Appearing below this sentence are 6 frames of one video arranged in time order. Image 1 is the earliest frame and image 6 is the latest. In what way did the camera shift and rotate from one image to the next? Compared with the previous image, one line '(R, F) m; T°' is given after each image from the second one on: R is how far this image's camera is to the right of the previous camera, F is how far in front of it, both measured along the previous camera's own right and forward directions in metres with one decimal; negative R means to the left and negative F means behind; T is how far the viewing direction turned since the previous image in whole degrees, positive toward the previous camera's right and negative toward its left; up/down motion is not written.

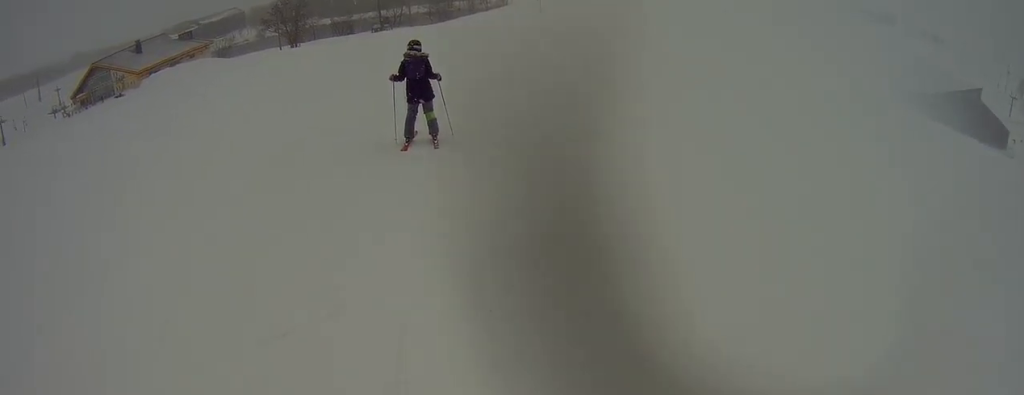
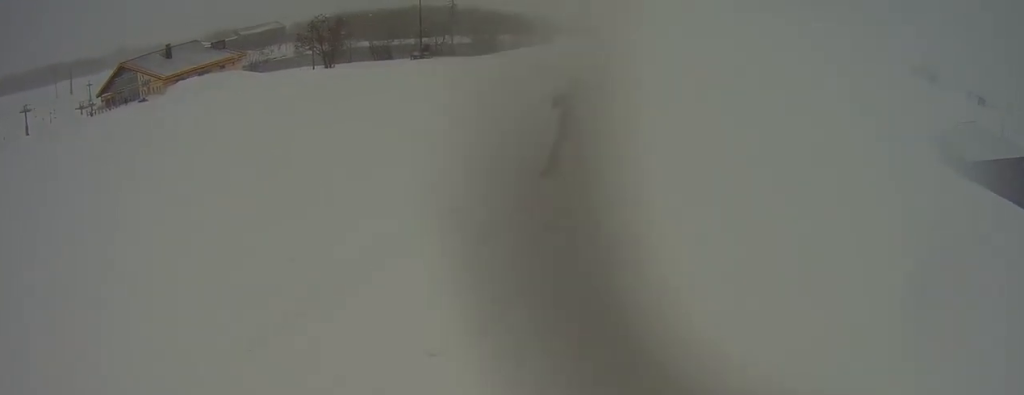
(0.0, +6.9) m; 0°
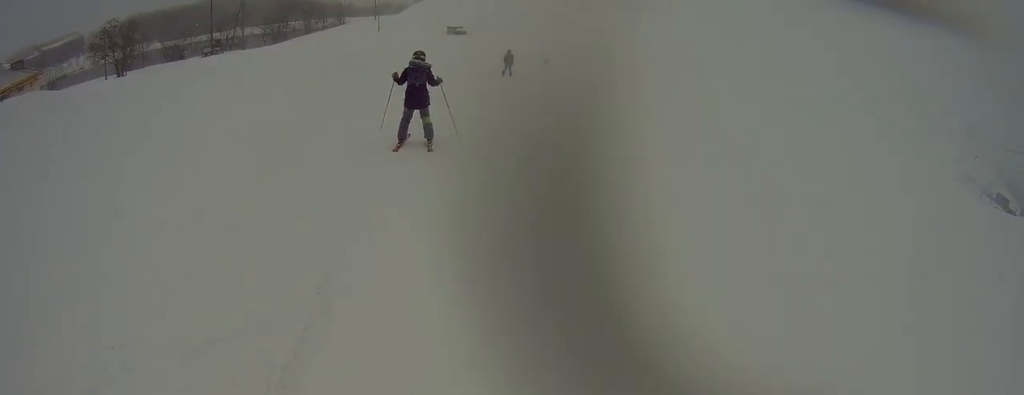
(0.0, +3.8) m; +1°
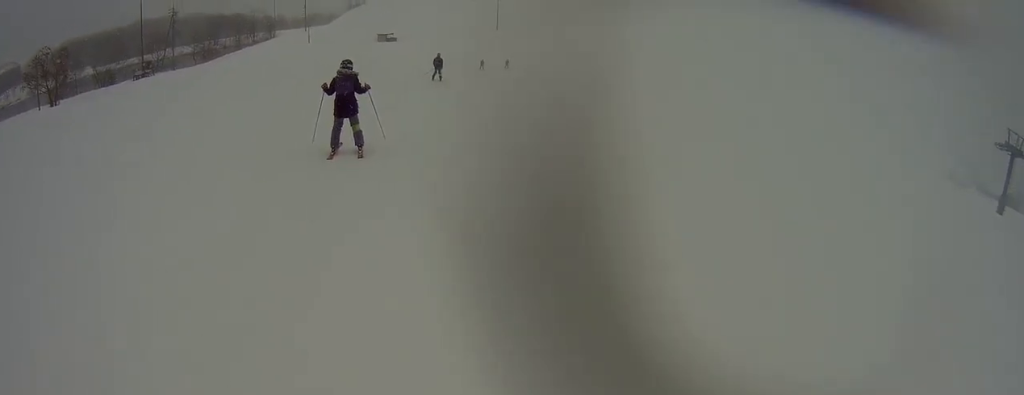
(0.0, +1.9) m; +1°
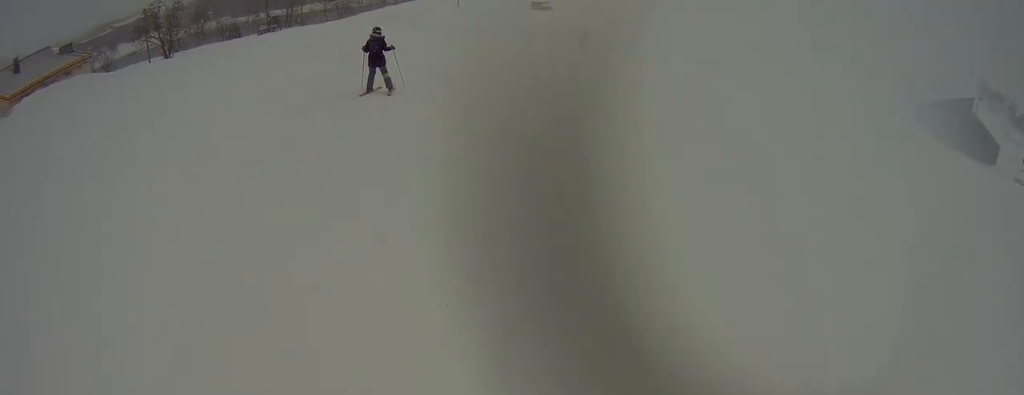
(+2.7, +6.5) m; +19°
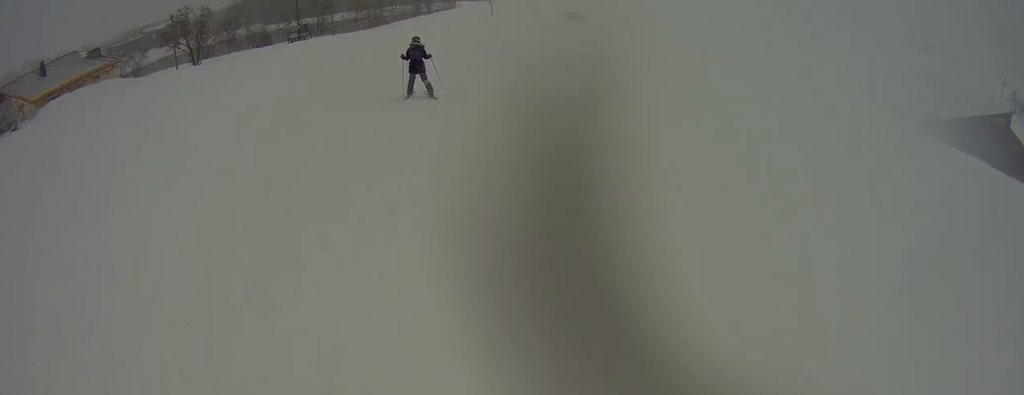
(-0.3, +1.4) m; -14°
